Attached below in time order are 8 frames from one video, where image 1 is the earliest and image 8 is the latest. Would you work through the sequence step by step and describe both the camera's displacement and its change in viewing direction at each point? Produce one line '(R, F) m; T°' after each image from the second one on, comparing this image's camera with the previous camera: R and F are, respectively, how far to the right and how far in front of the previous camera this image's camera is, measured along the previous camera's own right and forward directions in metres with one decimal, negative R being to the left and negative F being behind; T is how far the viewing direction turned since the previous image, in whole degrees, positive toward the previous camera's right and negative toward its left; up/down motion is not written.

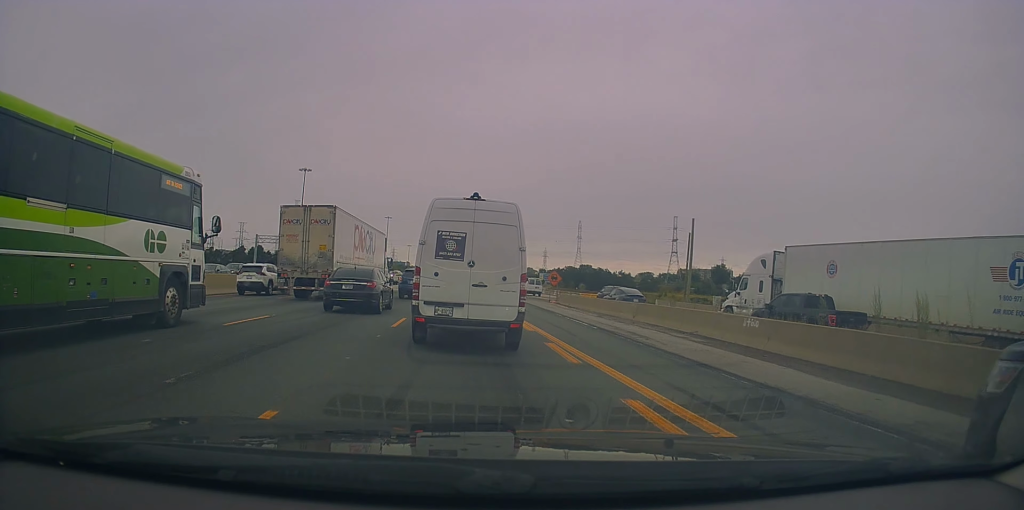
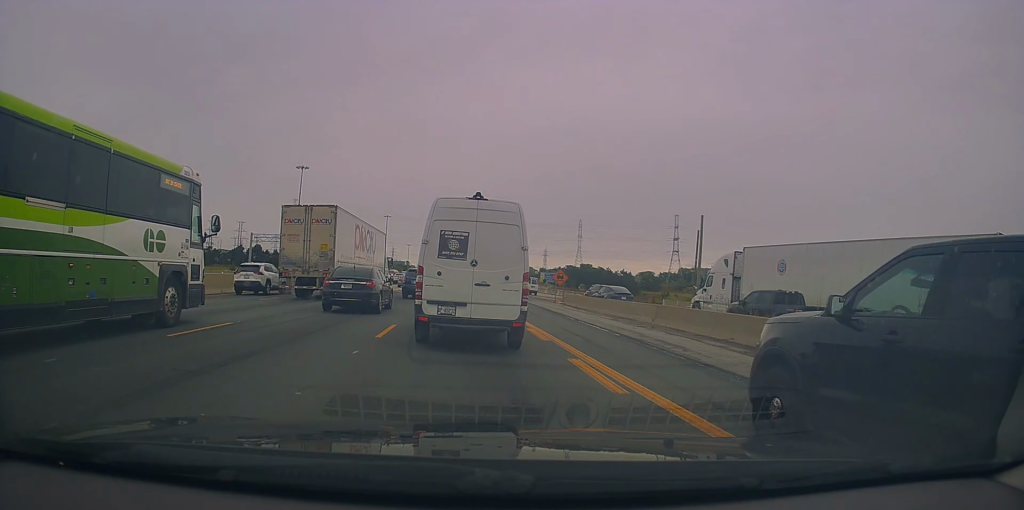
(0.0, +2.6) m; -1°
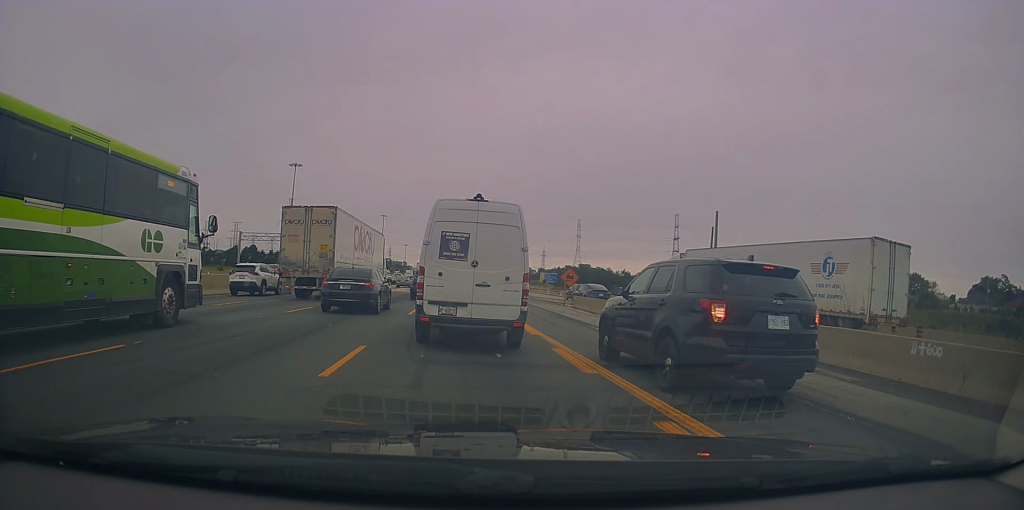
(0.0, +4.6) m; +3°
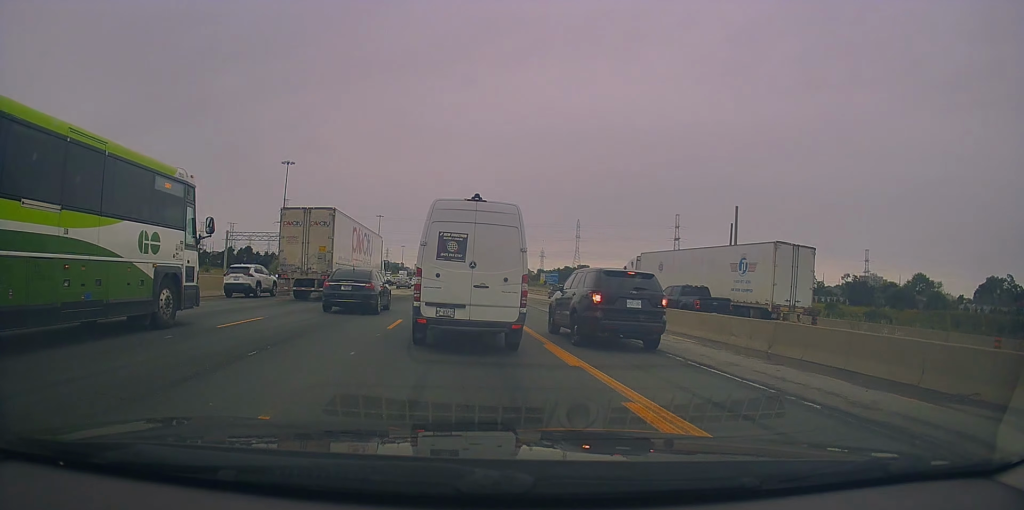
(+0.2, +5.0) m; +1°
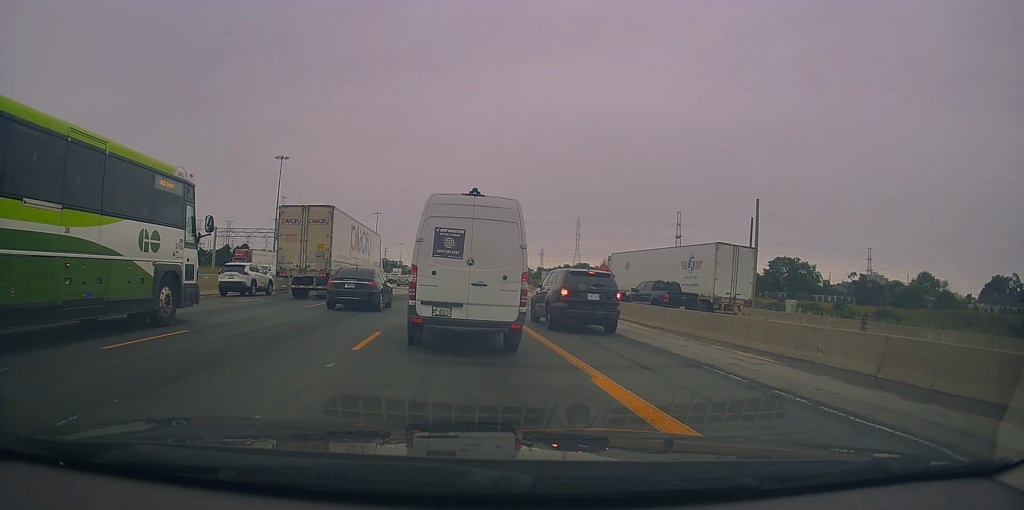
(0.0, +4.3) m; -1°
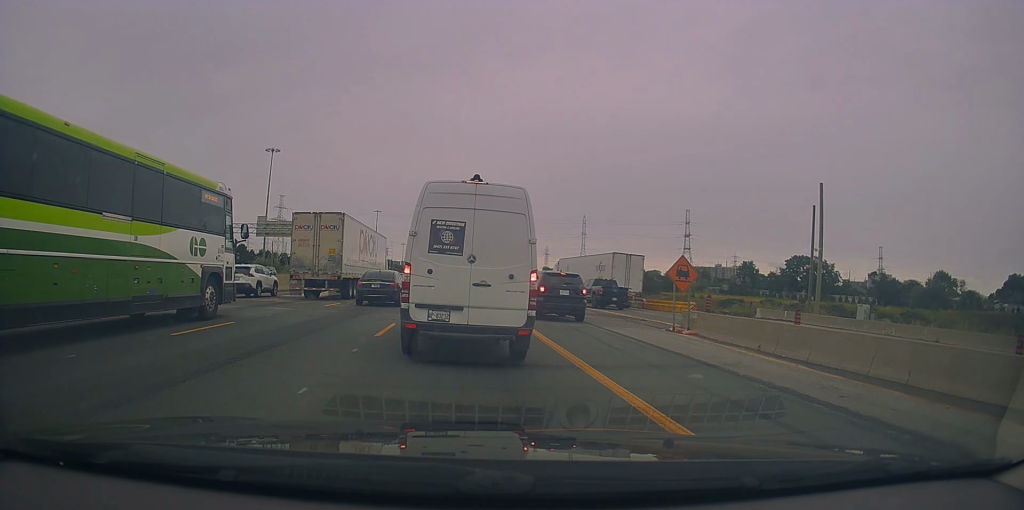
(-0.1, +9.8) m; +1°
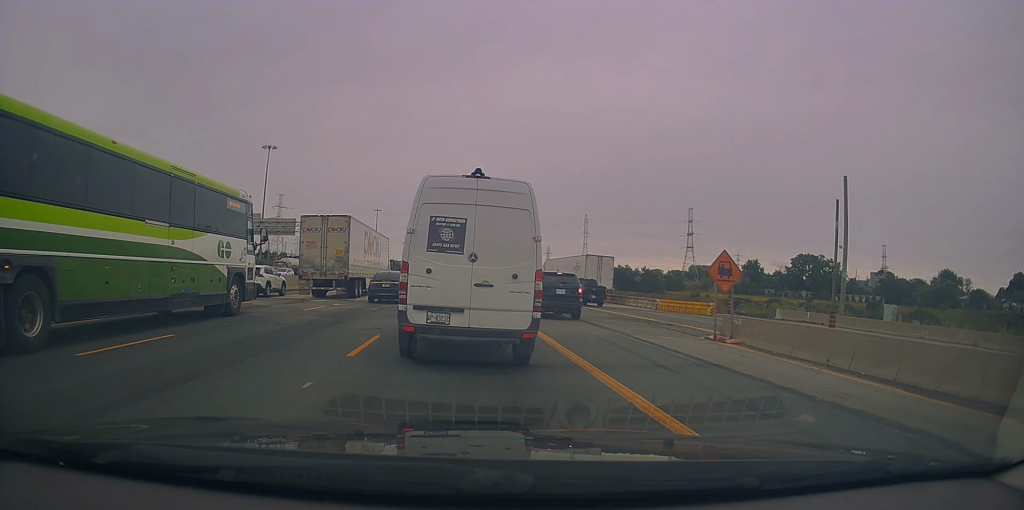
(0.0, +3.1) m; 0°
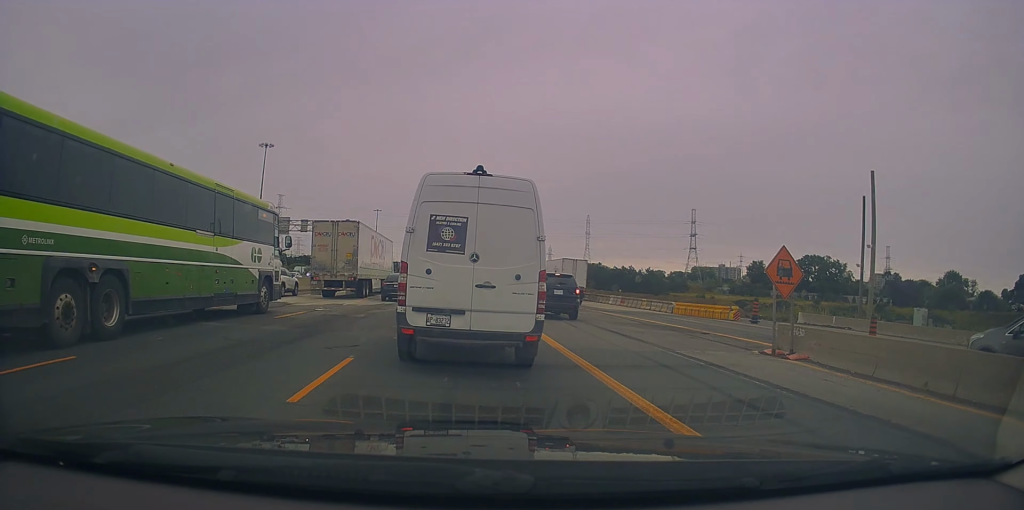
(0.0, +3.1) m; 0°
